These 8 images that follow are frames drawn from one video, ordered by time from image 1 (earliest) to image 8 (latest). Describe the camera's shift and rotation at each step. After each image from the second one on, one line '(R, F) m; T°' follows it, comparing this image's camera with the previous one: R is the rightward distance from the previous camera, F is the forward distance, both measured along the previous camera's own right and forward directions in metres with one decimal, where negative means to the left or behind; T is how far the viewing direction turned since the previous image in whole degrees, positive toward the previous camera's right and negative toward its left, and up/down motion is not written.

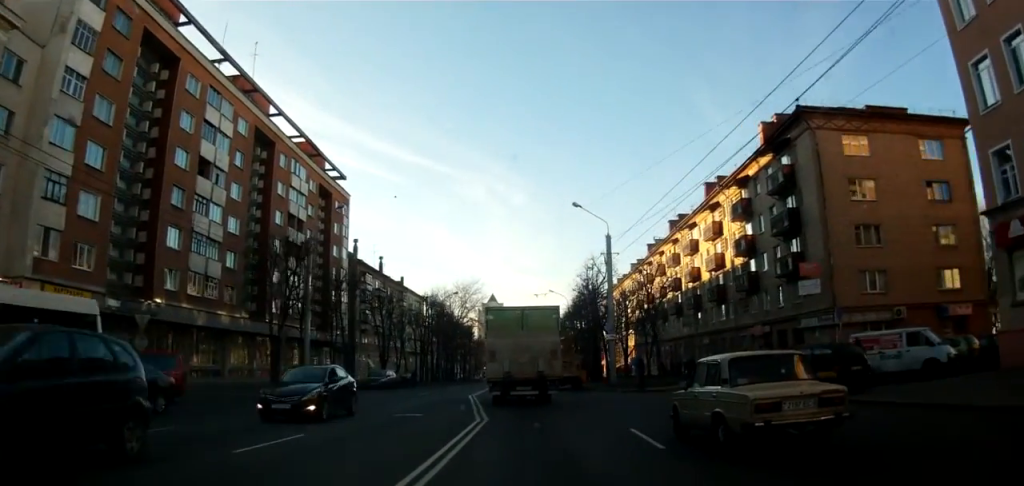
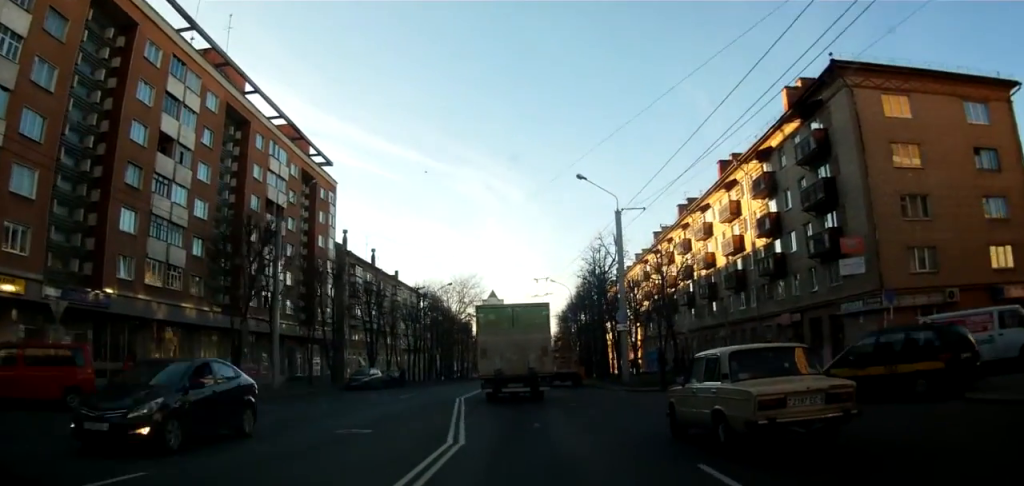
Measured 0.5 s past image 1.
(0.0, +5.6) m; 0°
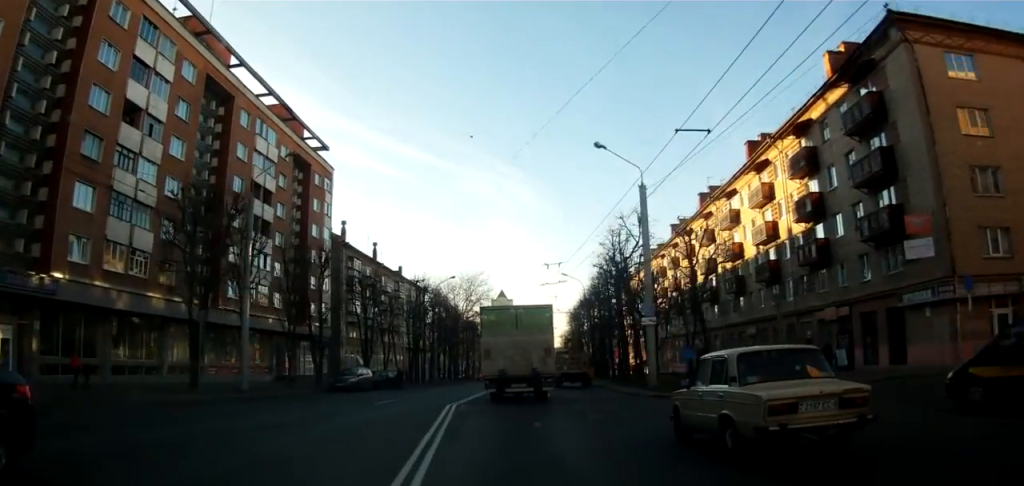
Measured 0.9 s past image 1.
(0.0, +5.1) m; 0°
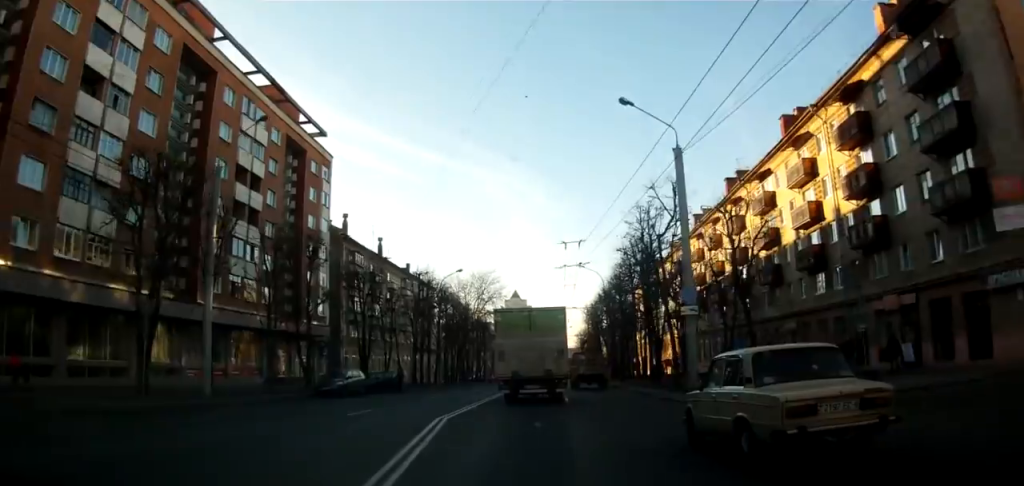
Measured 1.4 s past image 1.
(0.0, +5.5) m; 0°
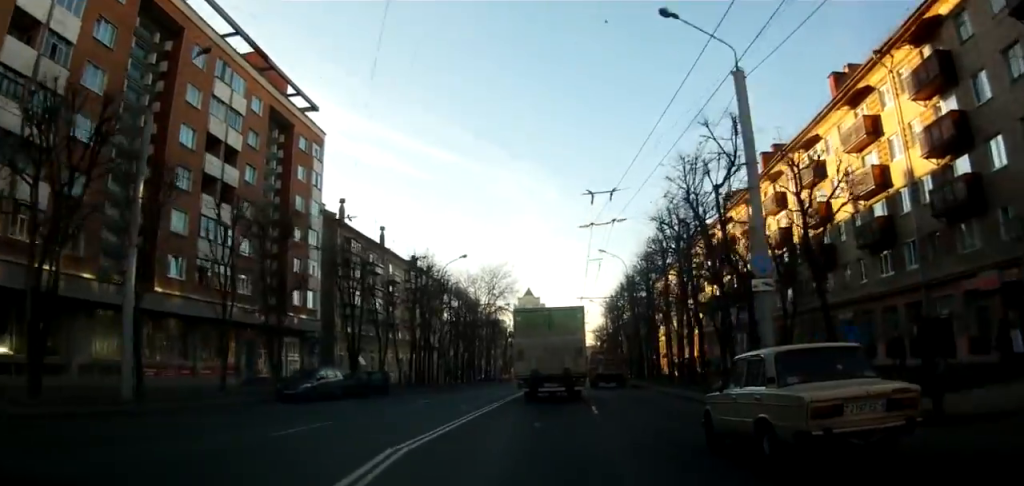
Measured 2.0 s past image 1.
(0.0, +6.9) m; 0°
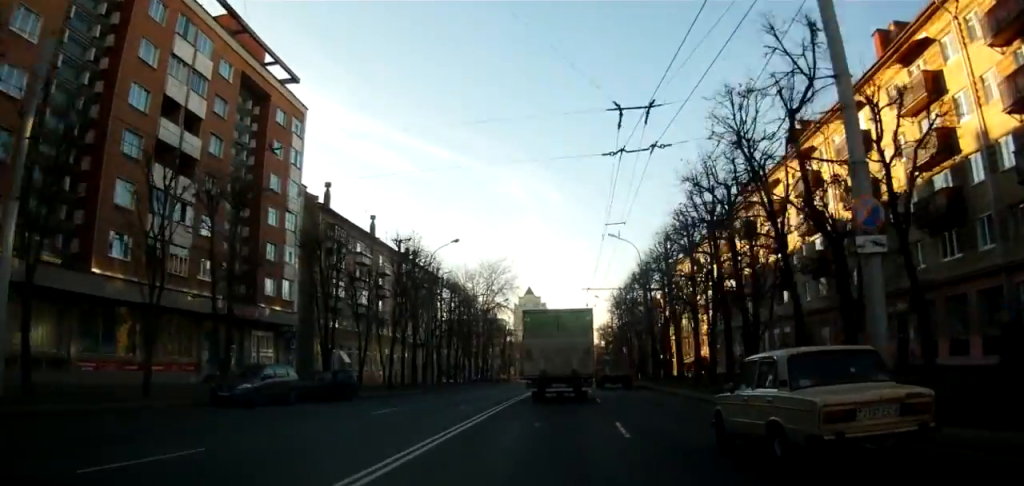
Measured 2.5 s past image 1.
(0.0, +6.0) m; -1°
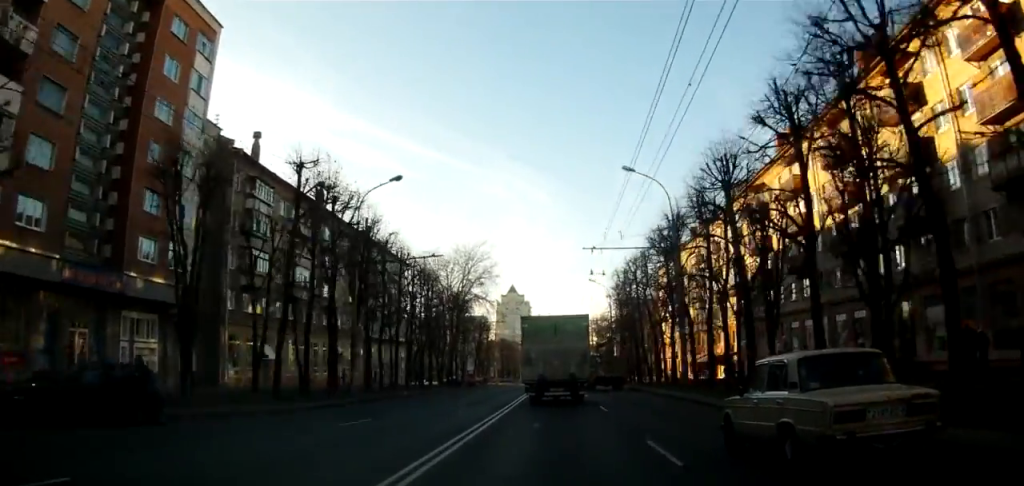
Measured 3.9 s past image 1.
(-0.6, +15.4) m; -1°
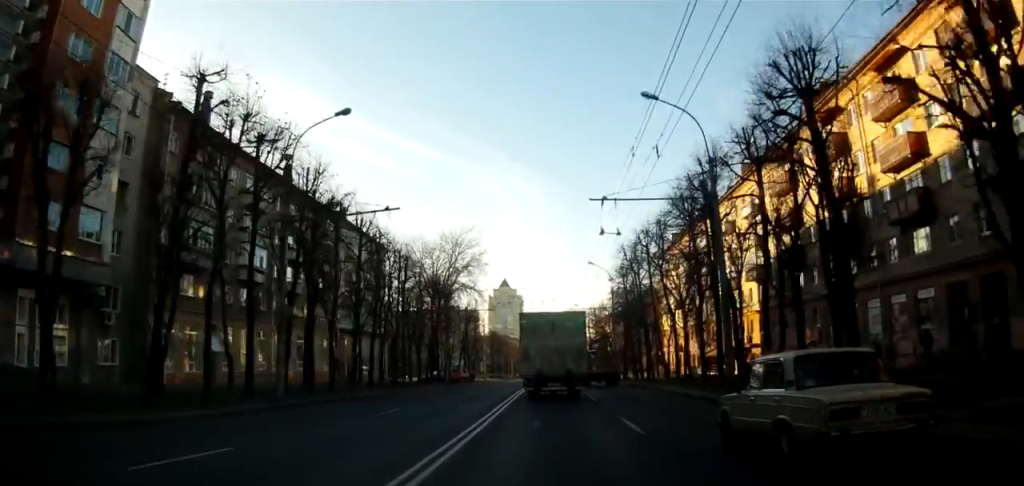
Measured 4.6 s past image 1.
(+0.4, +7.6) m; +2°
